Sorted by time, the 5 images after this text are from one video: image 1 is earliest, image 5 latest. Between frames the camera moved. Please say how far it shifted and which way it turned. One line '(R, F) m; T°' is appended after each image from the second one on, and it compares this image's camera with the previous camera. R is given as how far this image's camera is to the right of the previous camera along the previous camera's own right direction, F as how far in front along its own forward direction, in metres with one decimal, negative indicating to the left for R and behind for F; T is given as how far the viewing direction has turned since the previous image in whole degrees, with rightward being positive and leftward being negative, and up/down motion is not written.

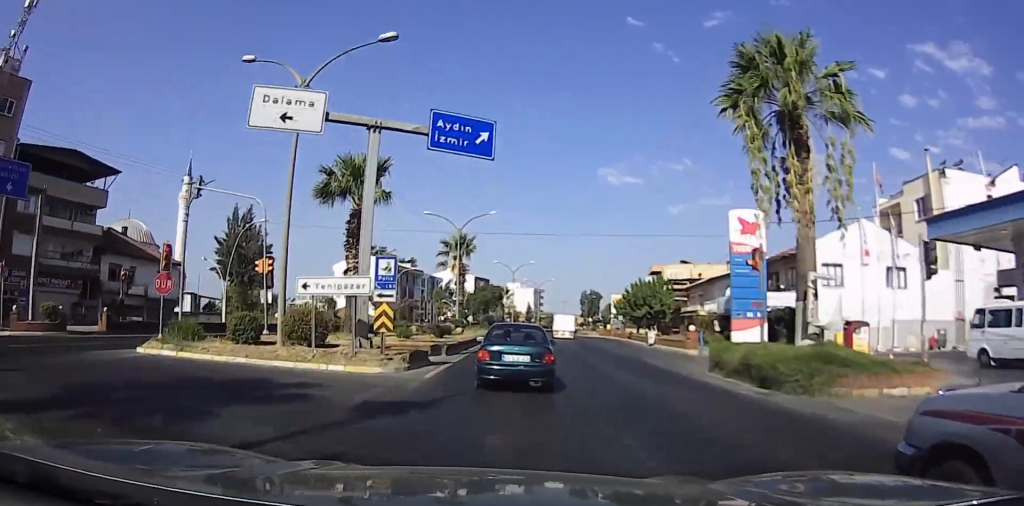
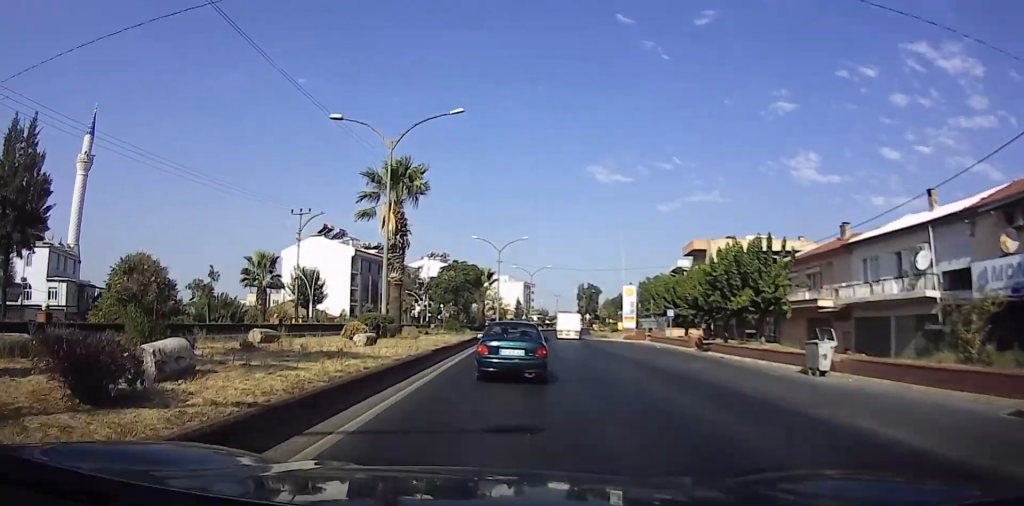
(+0.5, +22.2) m; +3°
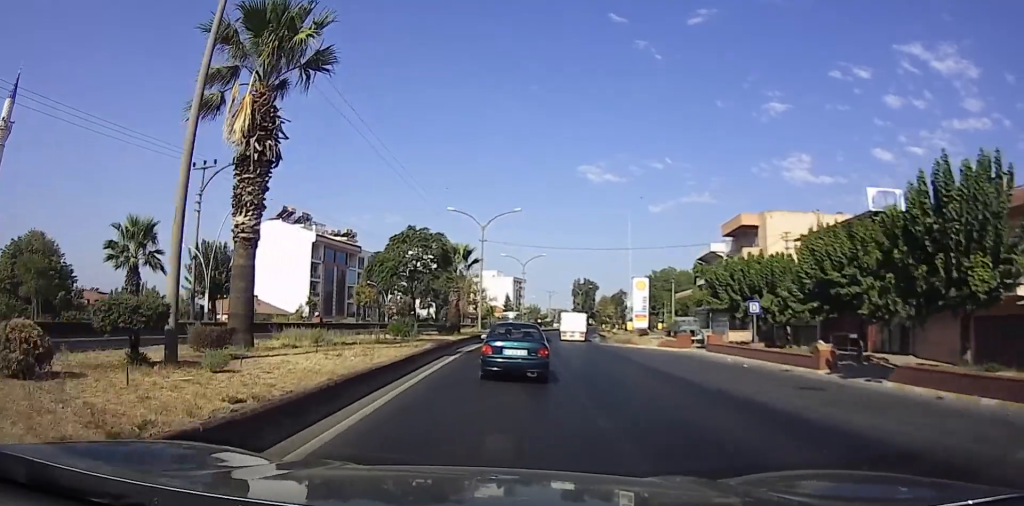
(+0.2, +15.0) m; +1°
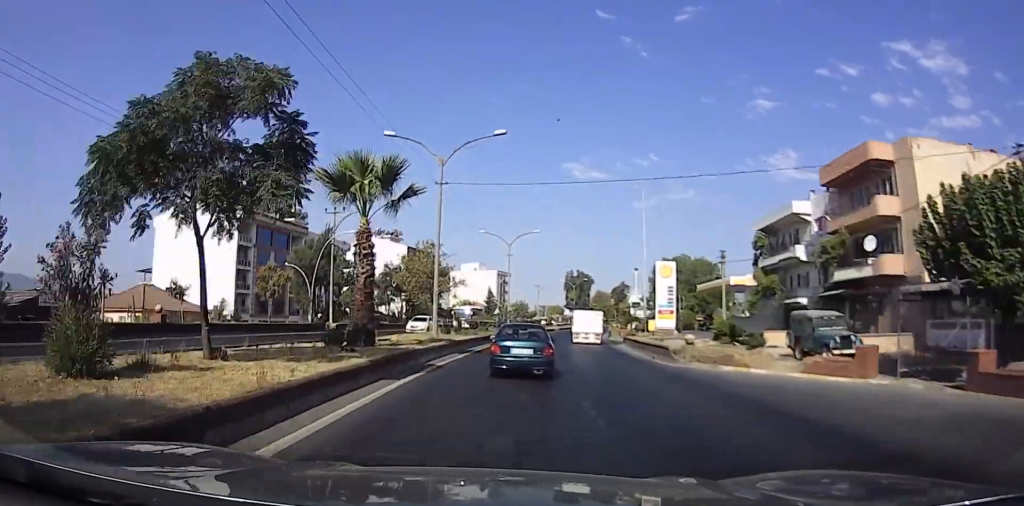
(0.0, +18.8) m; 0°
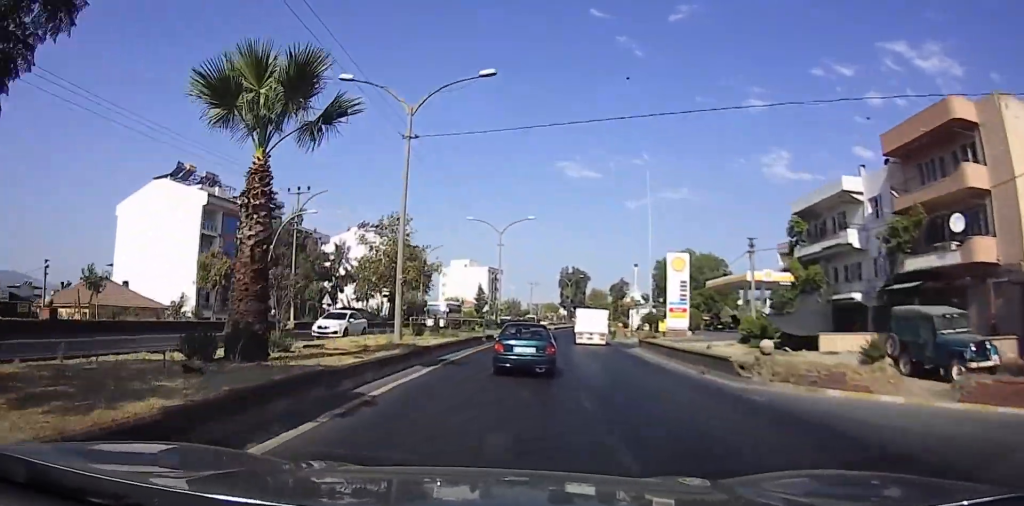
(0.0, +6.9) m; 0°
